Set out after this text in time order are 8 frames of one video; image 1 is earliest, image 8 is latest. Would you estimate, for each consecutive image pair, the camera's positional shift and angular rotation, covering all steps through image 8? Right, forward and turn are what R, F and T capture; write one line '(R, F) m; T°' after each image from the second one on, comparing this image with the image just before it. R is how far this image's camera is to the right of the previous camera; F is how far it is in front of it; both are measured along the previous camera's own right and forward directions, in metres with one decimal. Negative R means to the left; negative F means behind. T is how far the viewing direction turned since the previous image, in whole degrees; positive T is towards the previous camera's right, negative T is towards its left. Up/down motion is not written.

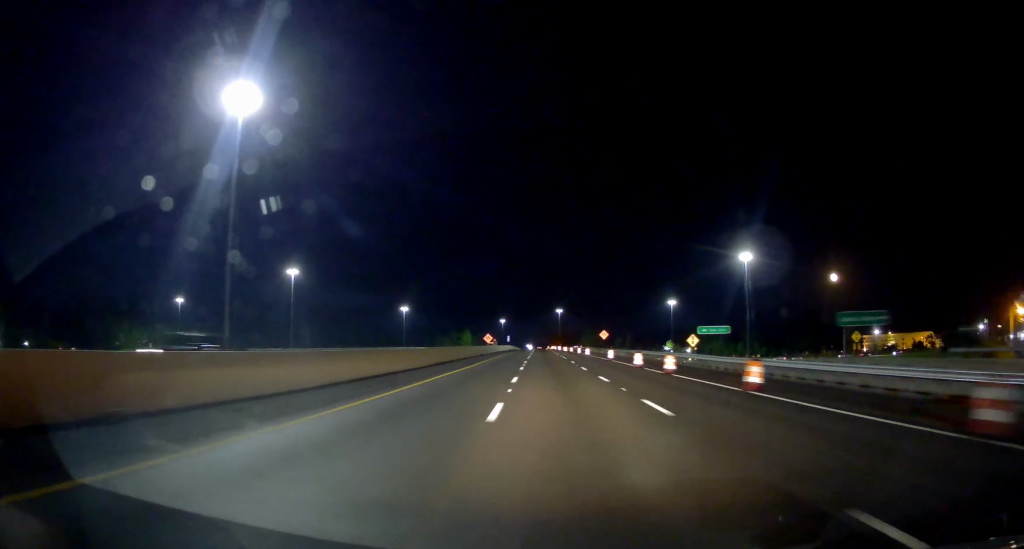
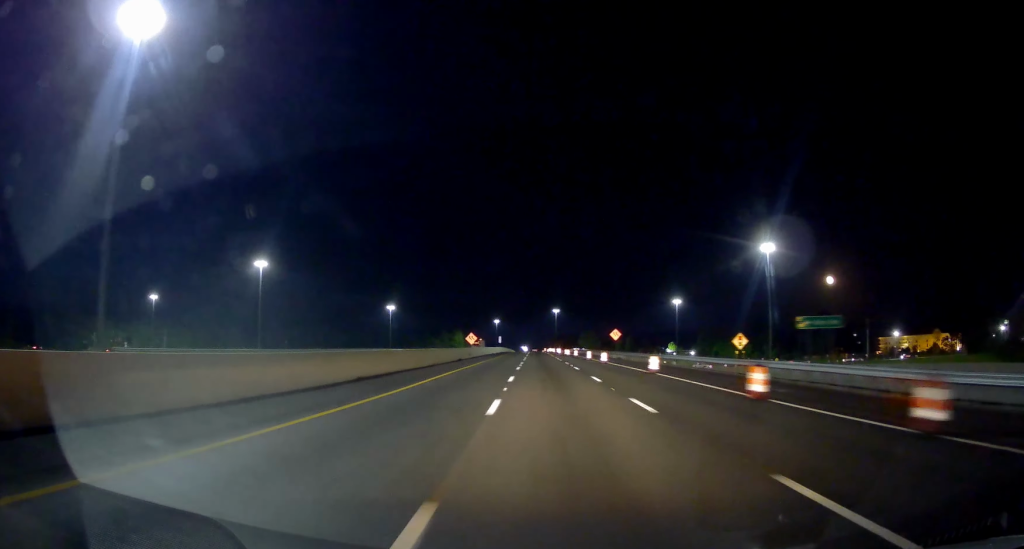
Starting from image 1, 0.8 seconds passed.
(-0.1, +23.1) m; +1°
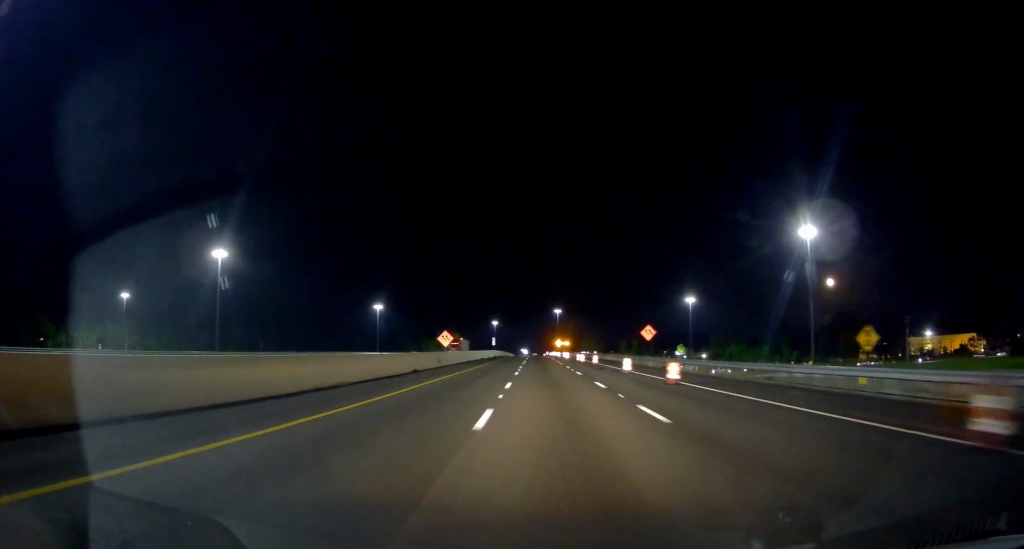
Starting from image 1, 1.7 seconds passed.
(+0.3, +27.7) m; 0°
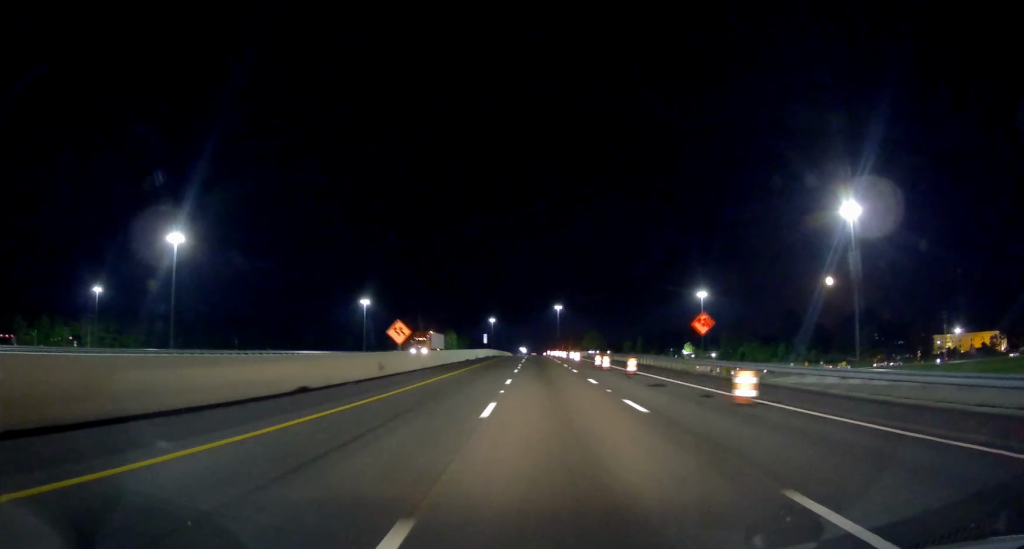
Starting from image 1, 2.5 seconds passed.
(+0.1, +22.4) m; 0°
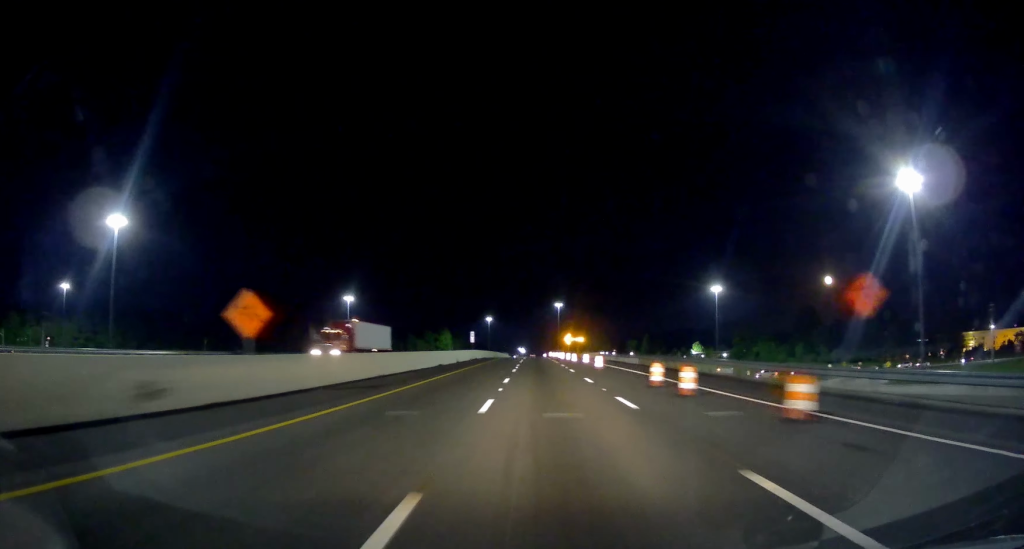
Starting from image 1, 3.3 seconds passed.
(-0.4, +23.1) m; 0°
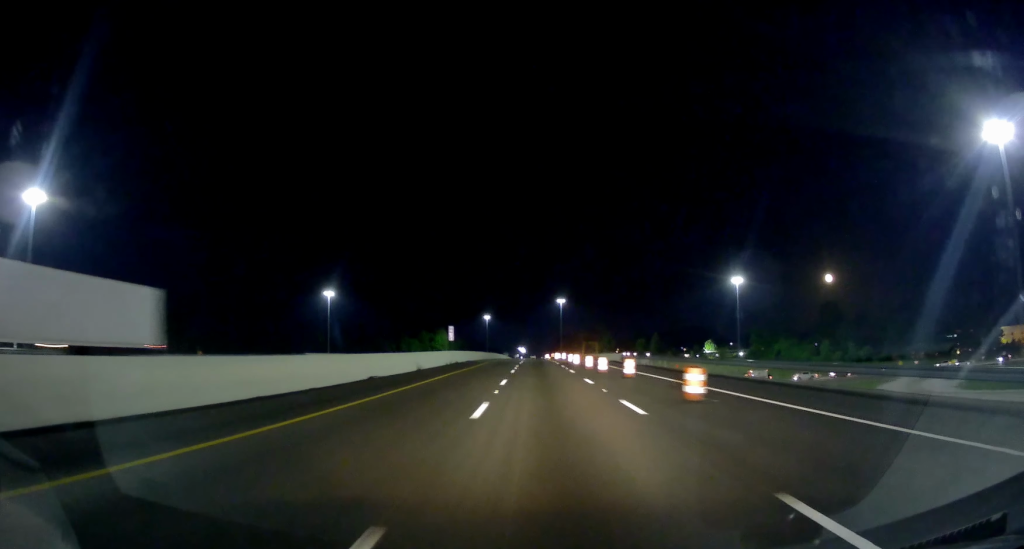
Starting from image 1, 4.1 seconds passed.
(+0.4, +25.0) m; +1°
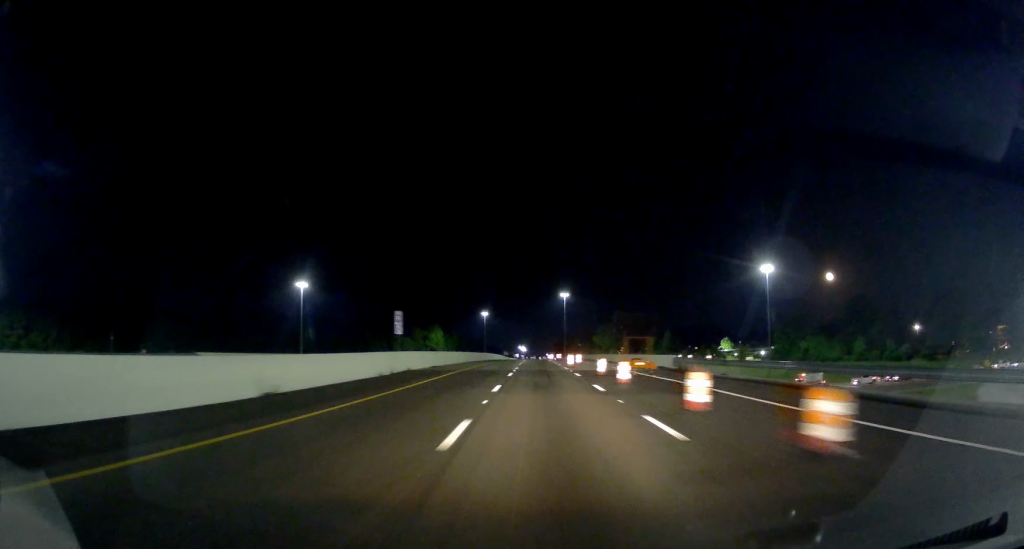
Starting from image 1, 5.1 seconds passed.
(+0.3, +27.9) m; +1°
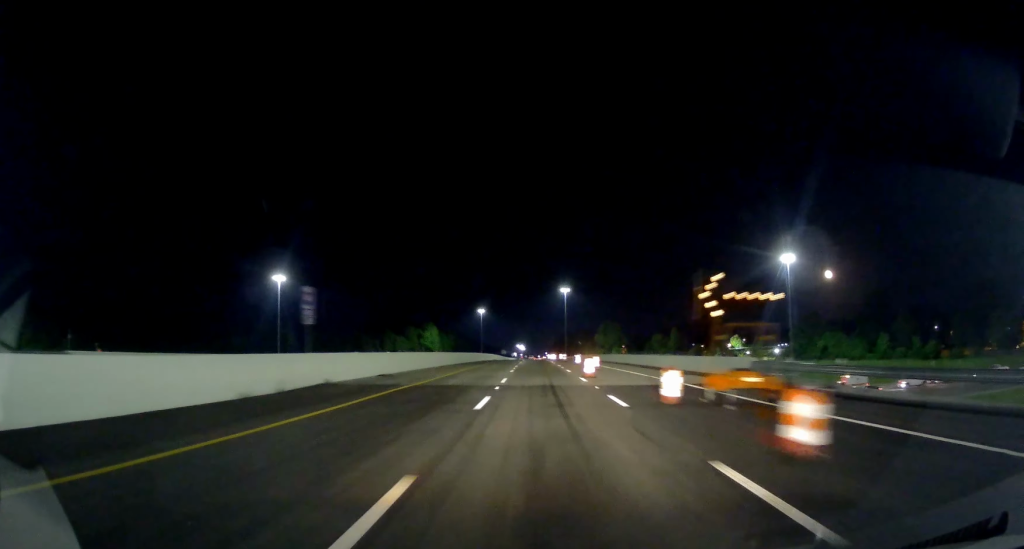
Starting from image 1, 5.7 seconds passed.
(0.0, +17.5) m; -1°
